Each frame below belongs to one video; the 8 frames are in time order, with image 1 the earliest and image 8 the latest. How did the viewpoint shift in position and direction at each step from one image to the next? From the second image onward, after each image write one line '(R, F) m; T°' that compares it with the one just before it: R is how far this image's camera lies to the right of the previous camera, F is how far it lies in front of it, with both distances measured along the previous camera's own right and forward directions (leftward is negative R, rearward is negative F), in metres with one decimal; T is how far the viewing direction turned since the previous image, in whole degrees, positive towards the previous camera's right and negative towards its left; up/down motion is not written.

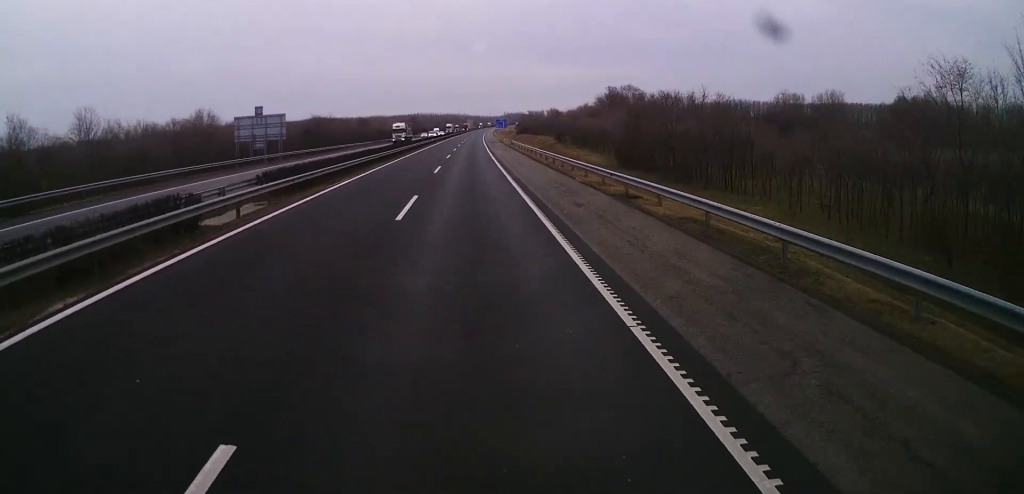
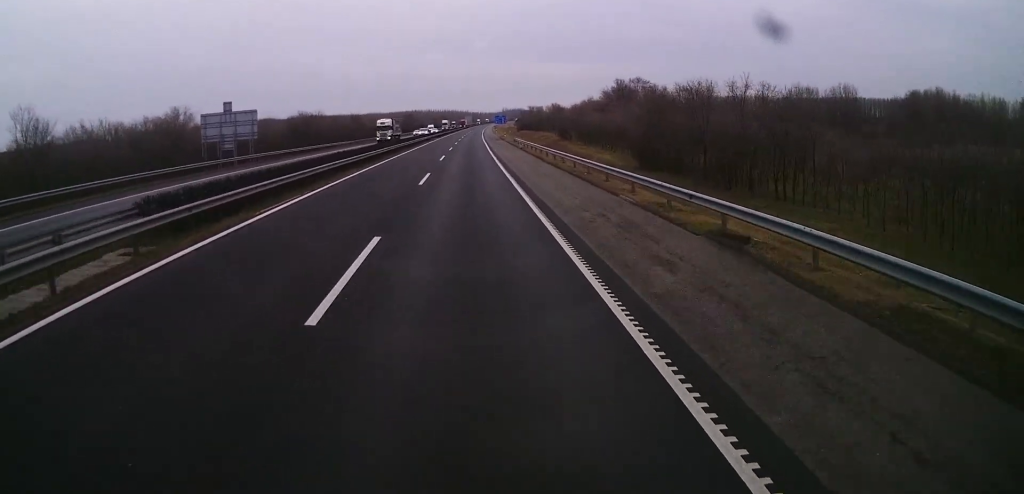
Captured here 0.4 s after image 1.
(0.0, +9.3) m; 0°
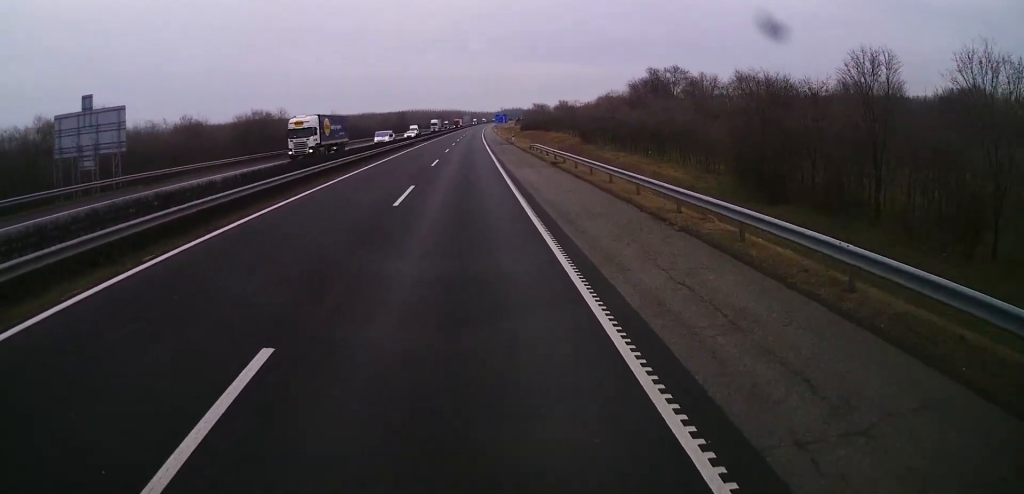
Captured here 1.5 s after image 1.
(+0.1, +25.6) m; 0°
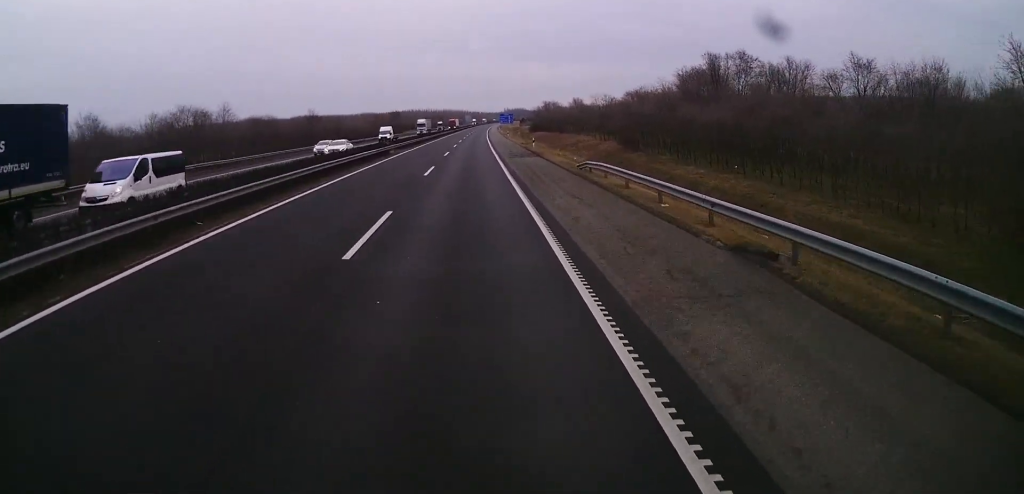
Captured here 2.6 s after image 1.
(+0.1, +26.3) m; +1°
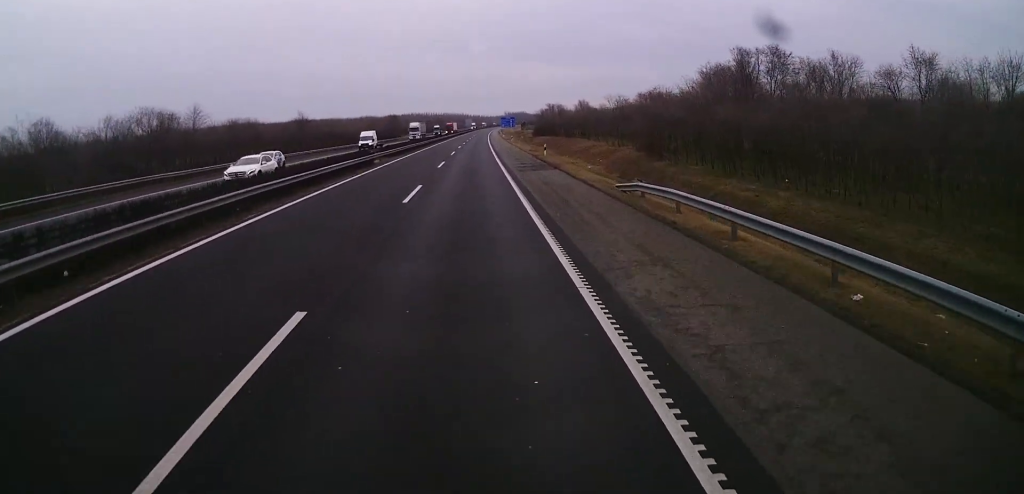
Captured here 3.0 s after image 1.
(+0.2, +9.3) m; 0°
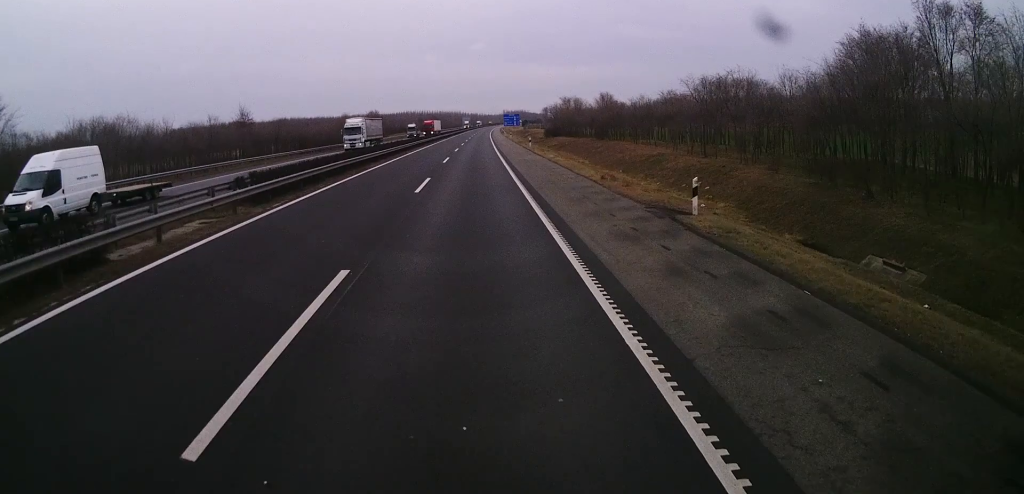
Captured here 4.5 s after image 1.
(-0.3, +35.0) m; 0°
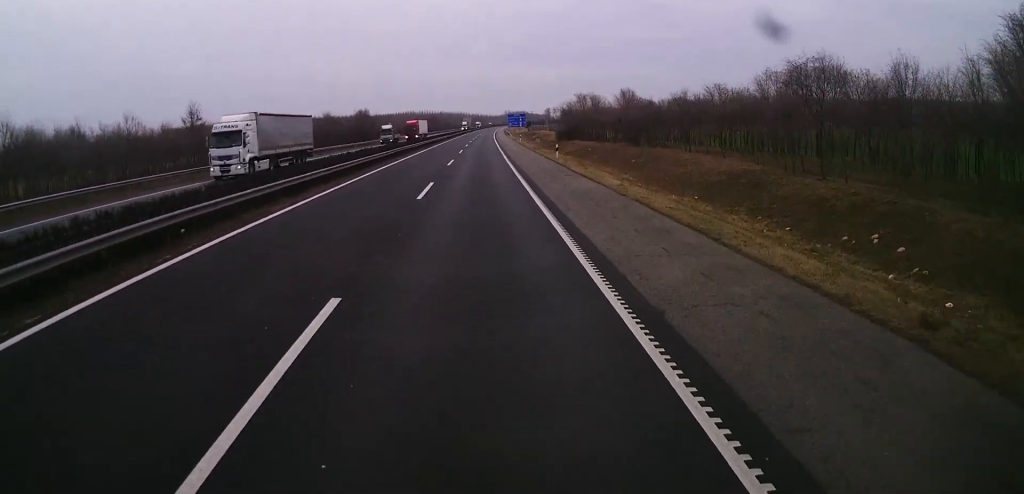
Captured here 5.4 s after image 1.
(+0.3, +20.4) m; 0°
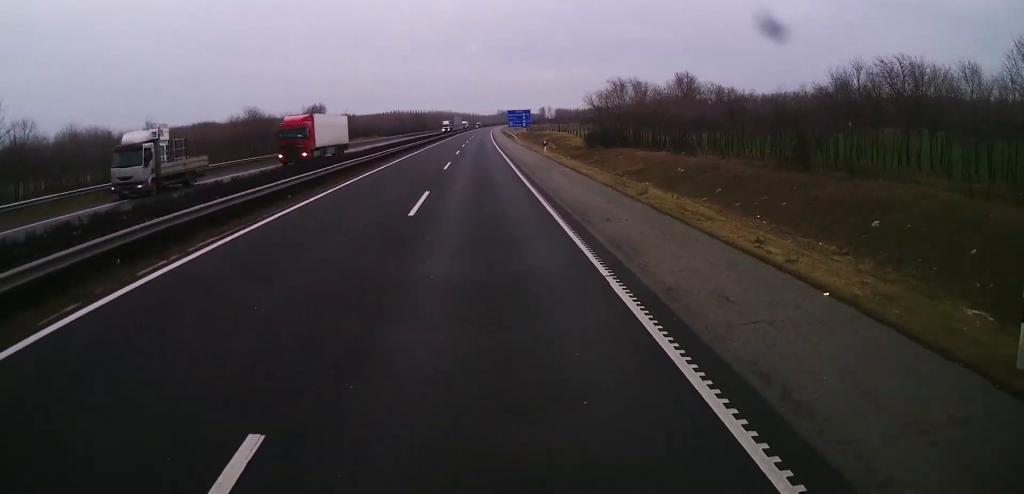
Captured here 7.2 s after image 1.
(-0.5, +42.3) m; -1°
